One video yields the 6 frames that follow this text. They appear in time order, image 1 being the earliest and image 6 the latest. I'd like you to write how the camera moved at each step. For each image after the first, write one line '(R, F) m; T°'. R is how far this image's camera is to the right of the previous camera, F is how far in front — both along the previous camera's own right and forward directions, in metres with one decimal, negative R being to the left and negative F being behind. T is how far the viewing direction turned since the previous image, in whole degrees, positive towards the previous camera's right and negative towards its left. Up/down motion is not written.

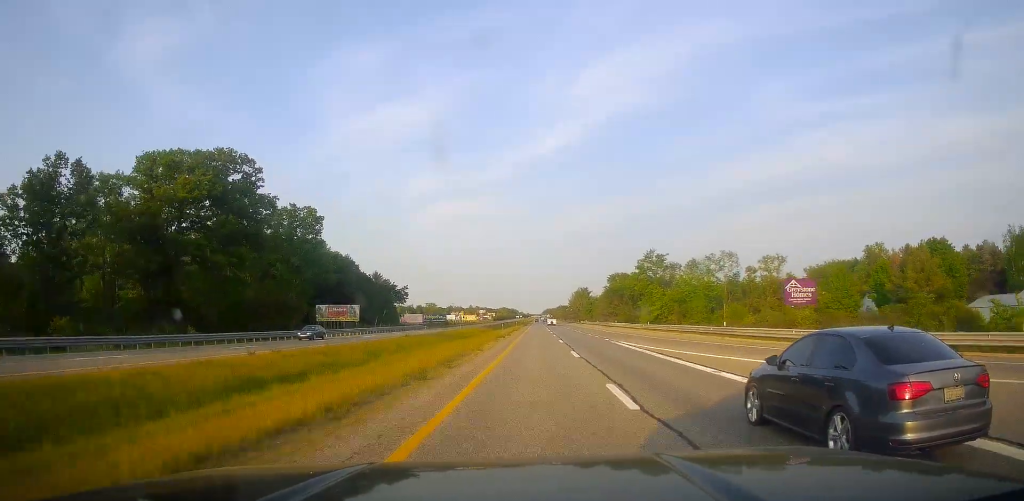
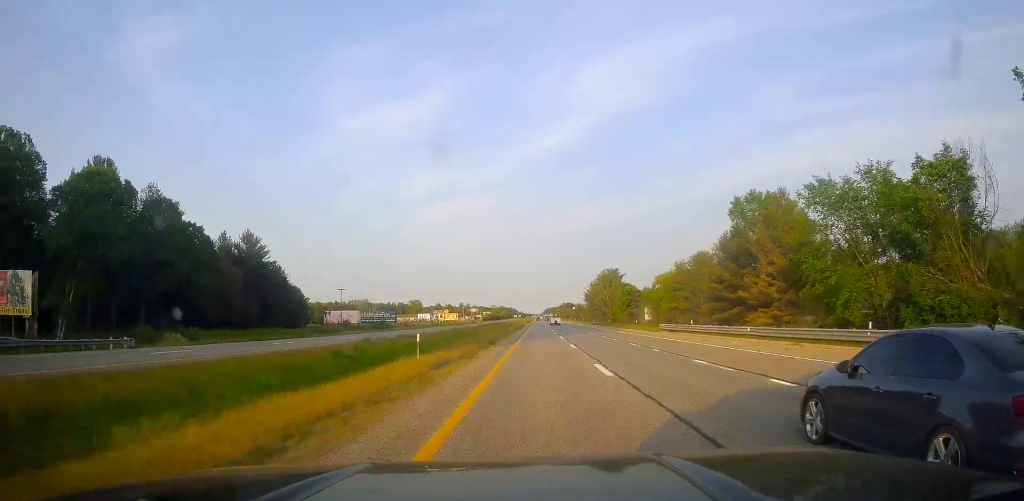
(-0.6, +116.6) m; 0°
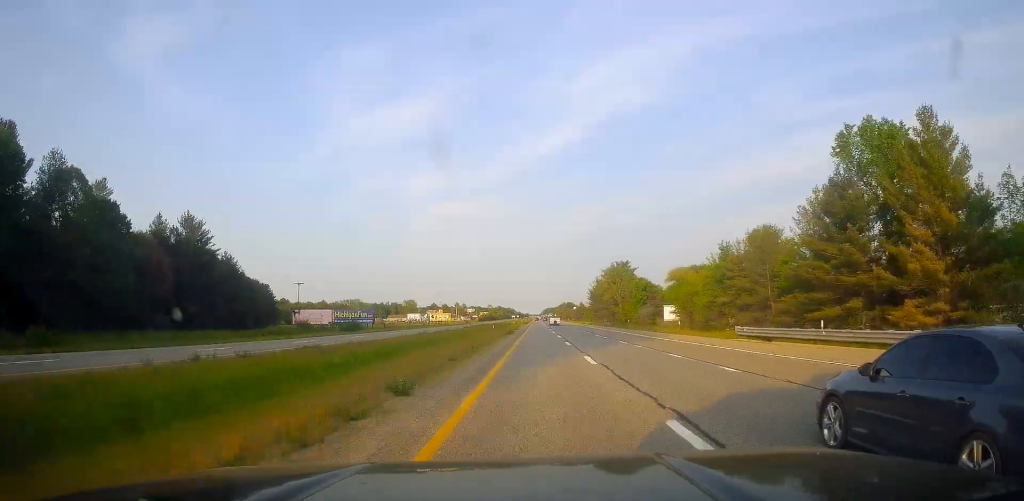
(0.0, +26.4) m; 0°
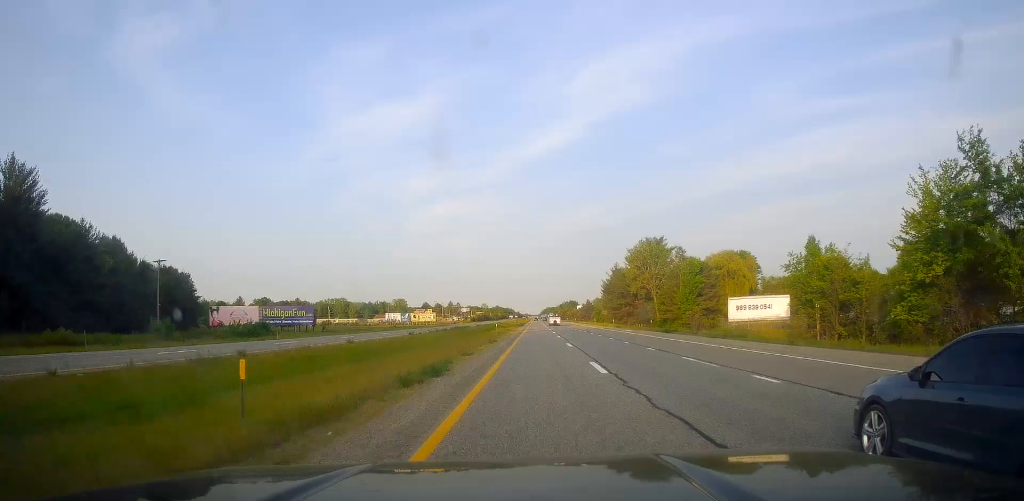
(0.0, +49.3) m; 0°
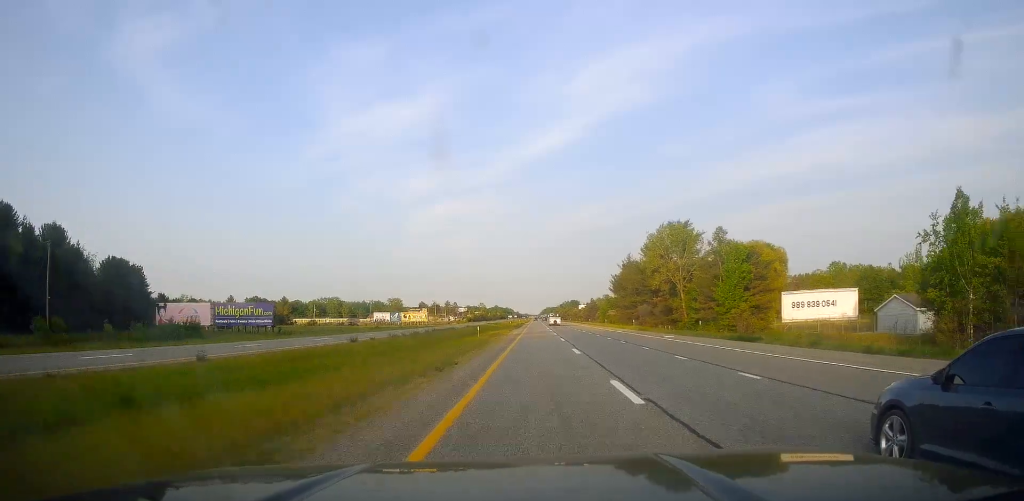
(0.0, +21.6) m; 0°
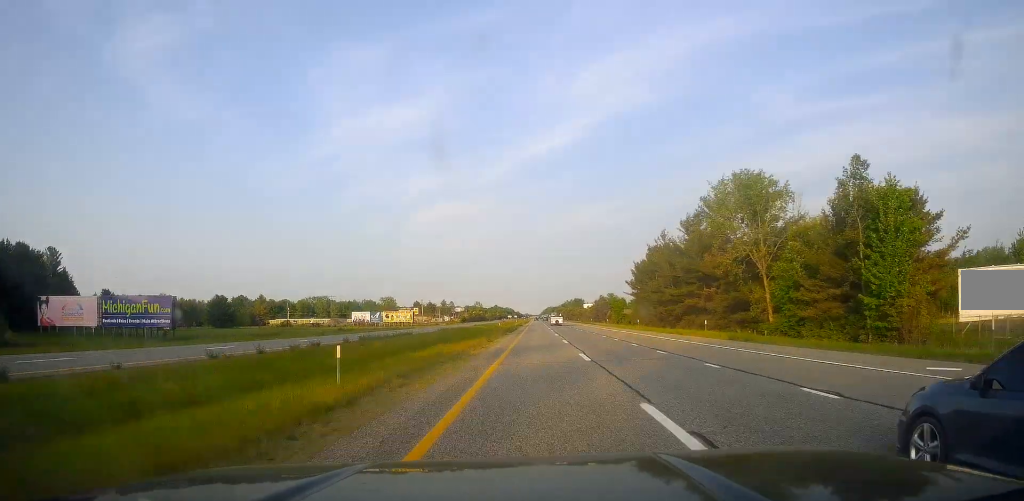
(+0.1, +34.8) m; +1°
